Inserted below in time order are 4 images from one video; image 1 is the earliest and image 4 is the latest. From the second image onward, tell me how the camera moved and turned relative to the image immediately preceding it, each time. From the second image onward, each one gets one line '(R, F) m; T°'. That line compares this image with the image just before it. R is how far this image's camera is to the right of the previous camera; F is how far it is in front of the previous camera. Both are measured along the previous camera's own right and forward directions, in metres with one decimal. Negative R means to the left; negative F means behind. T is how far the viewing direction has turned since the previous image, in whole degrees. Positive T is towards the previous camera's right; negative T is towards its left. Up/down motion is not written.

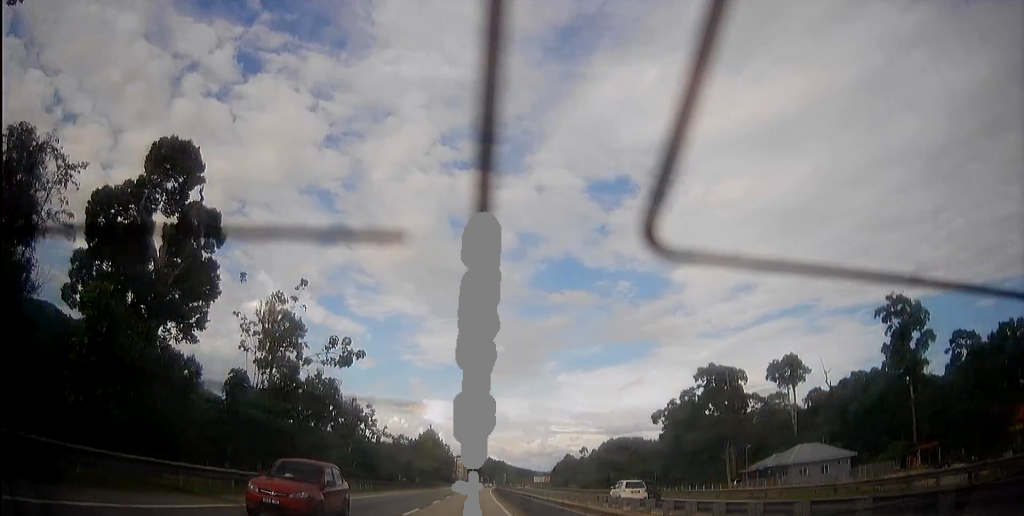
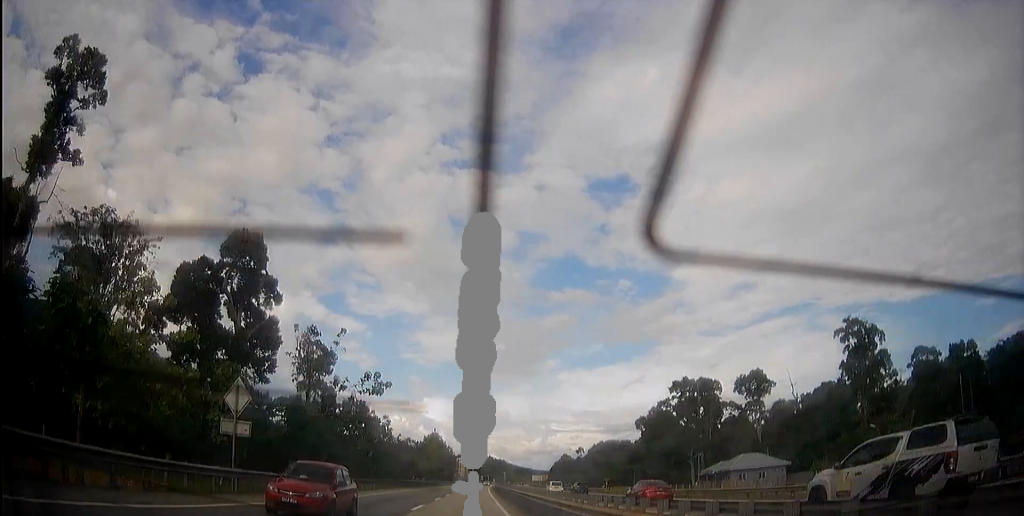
(0.0, +16.8) m; 0°
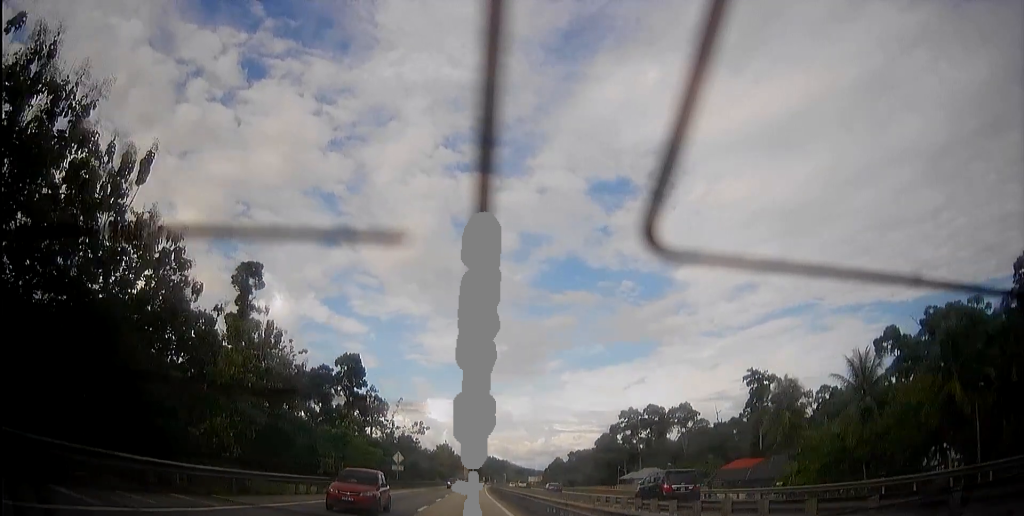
(+0.1, +49.3) m; 0°
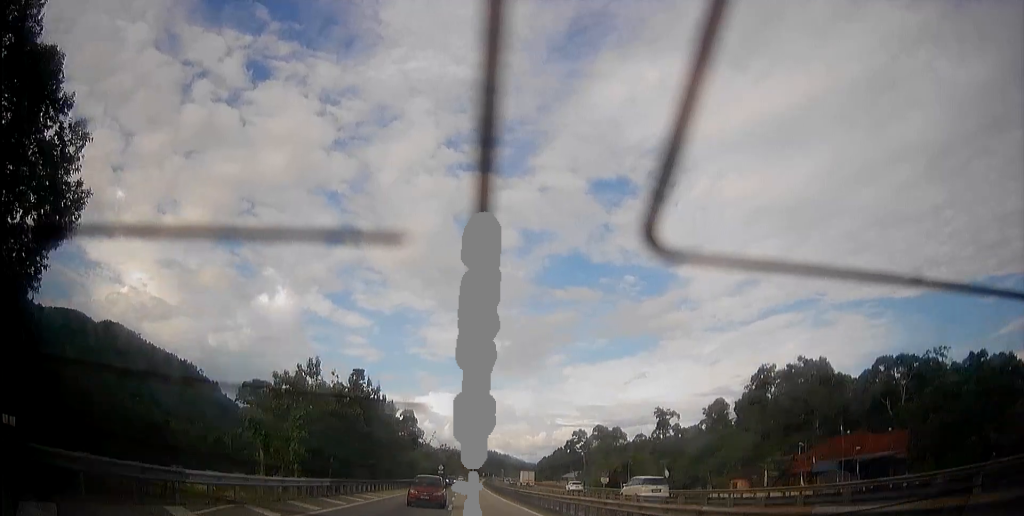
(+0.3, +88.7) m; 0°
